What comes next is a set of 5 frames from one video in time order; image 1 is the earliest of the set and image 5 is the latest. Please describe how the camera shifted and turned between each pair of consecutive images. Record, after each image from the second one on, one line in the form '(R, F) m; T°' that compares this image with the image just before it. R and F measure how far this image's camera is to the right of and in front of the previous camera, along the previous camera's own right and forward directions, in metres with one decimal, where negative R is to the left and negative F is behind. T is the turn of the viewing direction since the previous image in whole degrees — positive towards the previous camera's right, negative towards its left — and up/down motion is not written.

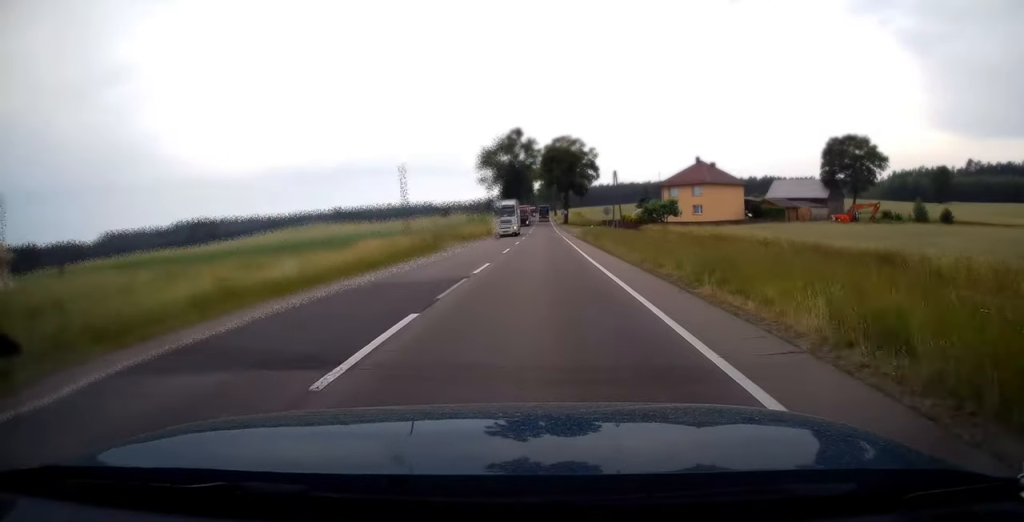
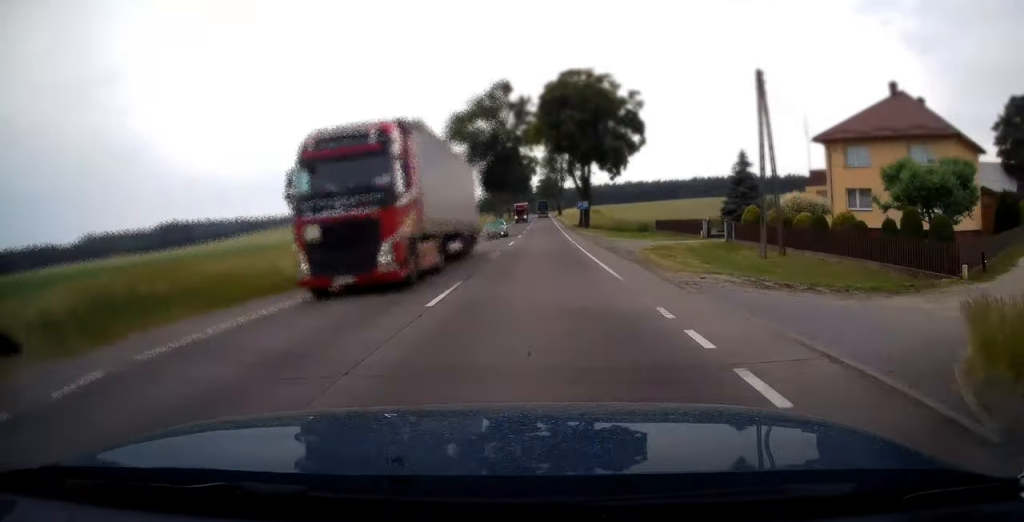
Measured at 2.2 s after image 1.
(-0.2, +57.6) m; 0°
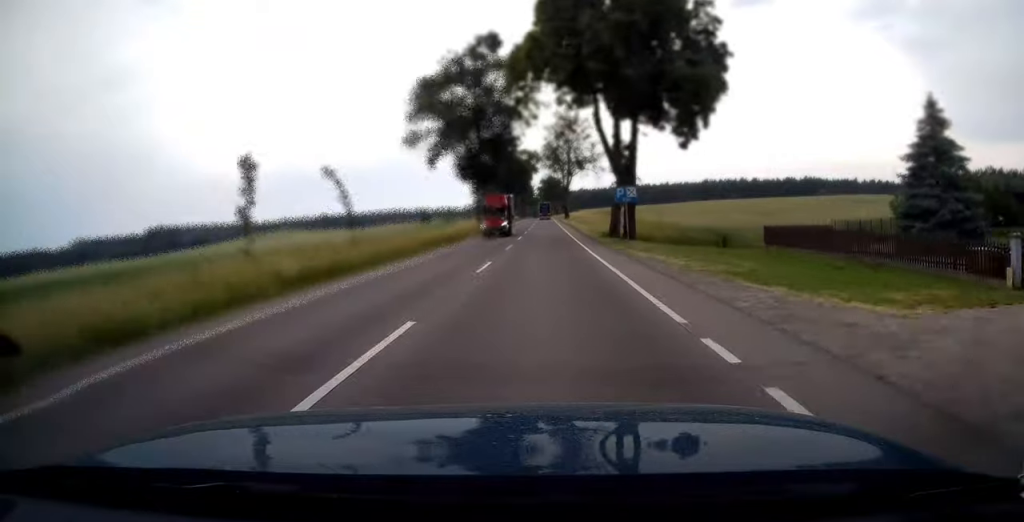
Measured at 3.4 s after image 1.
(0.0, +32.3) m; 0°
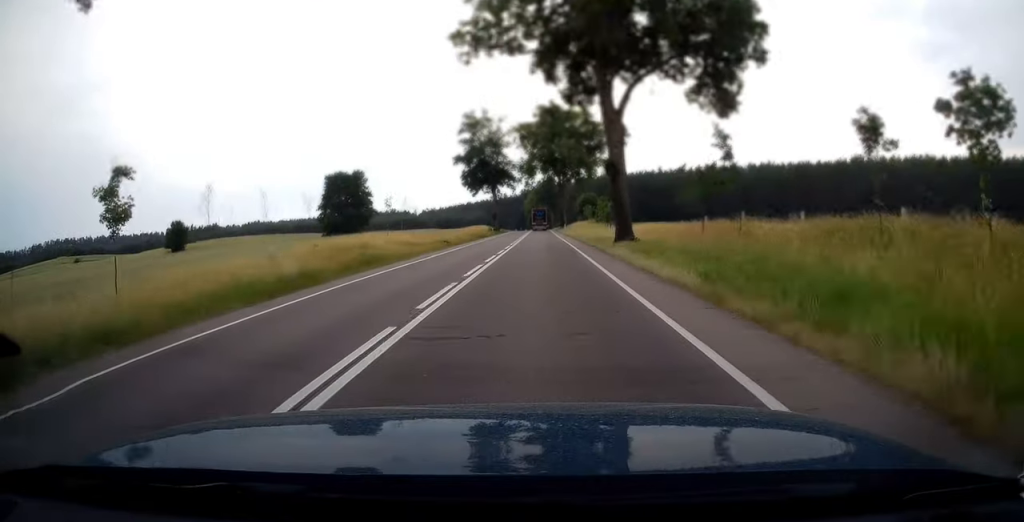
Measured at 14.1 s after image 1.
(+0.4, +268.1) m; 0°
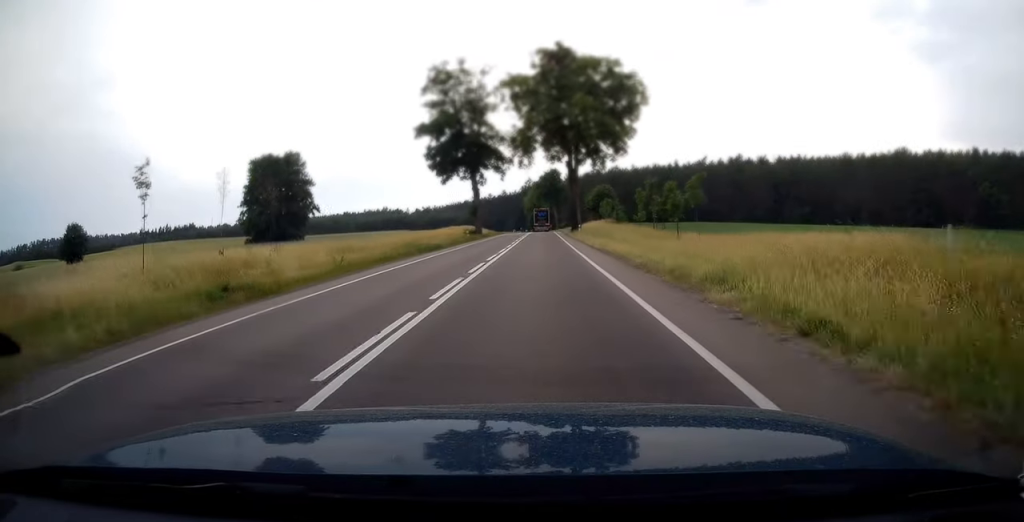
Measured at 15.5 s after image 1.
(0.0, +33.9) m; 0°
